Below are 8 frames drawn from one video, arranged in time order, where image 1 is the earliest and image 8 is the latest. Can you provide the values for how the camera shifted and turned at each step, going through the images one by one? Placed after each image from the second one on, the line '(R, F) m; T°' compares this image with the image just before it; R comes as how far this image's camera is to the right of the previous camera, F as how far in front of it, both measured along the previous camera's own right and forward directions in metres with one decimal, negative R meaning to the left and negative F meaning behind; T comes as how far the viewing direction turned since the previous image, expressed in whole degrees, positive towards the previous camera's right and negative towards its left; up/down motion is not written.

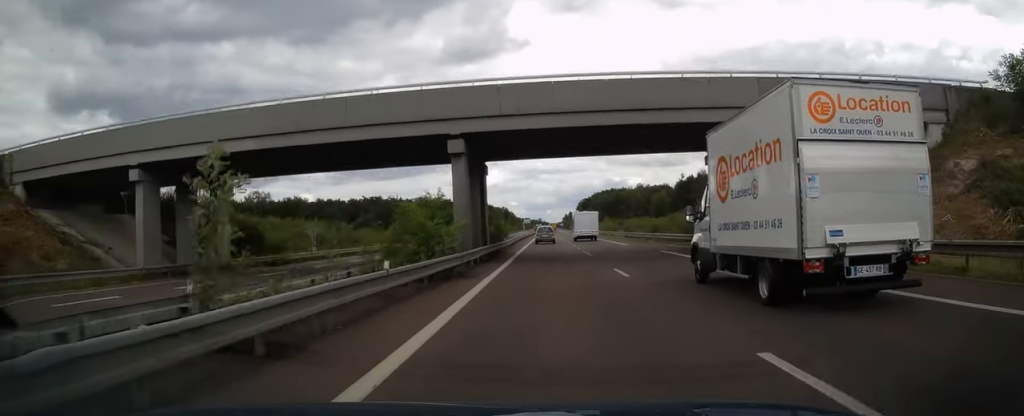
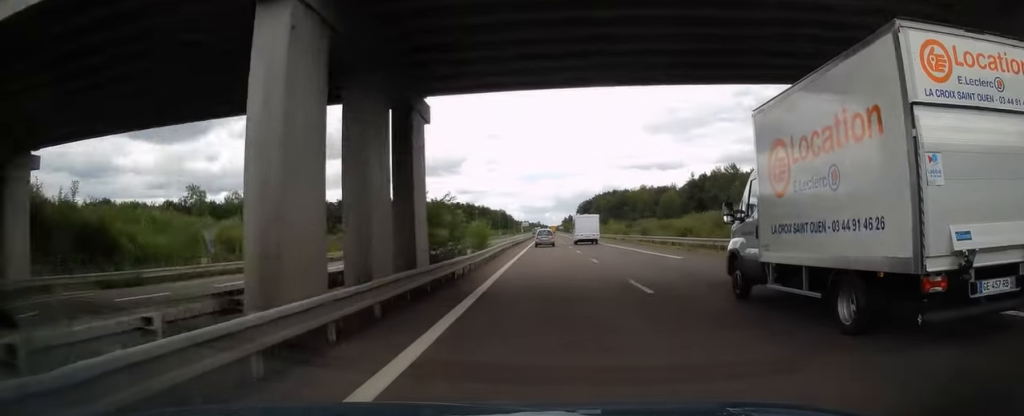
(0.0, +16.5) m; 0°
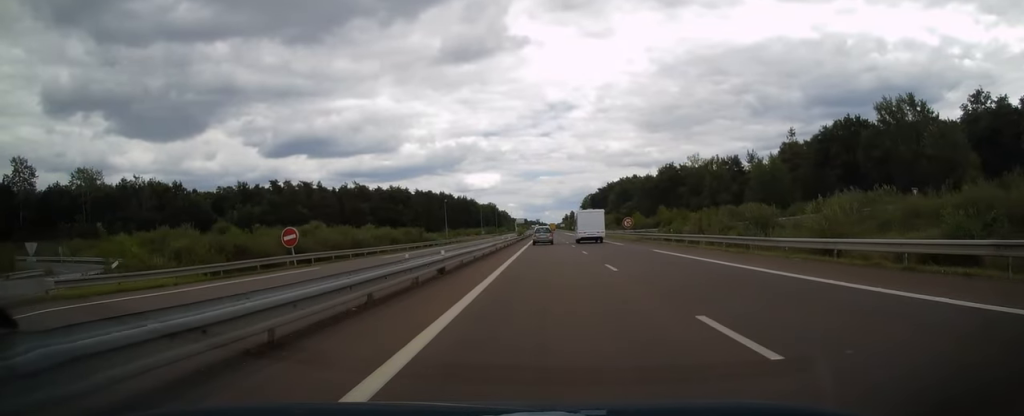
(+0.1, +84.1) m; 0°
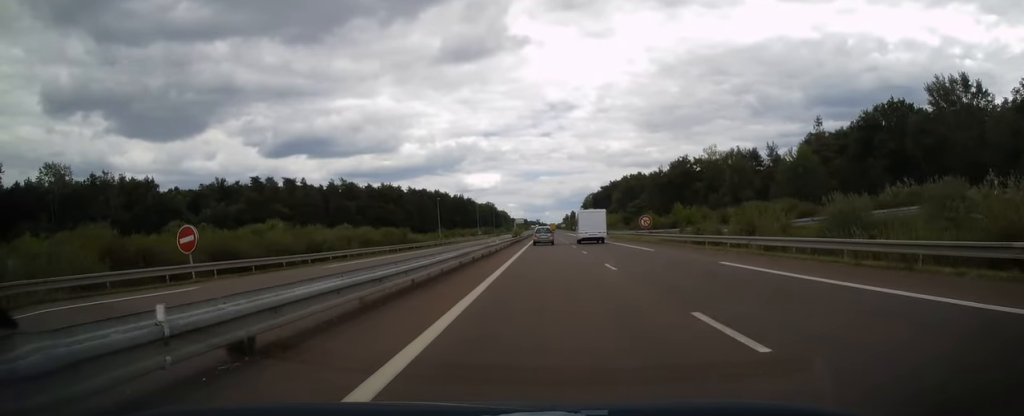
(-0.1, +12.7) m; 0°
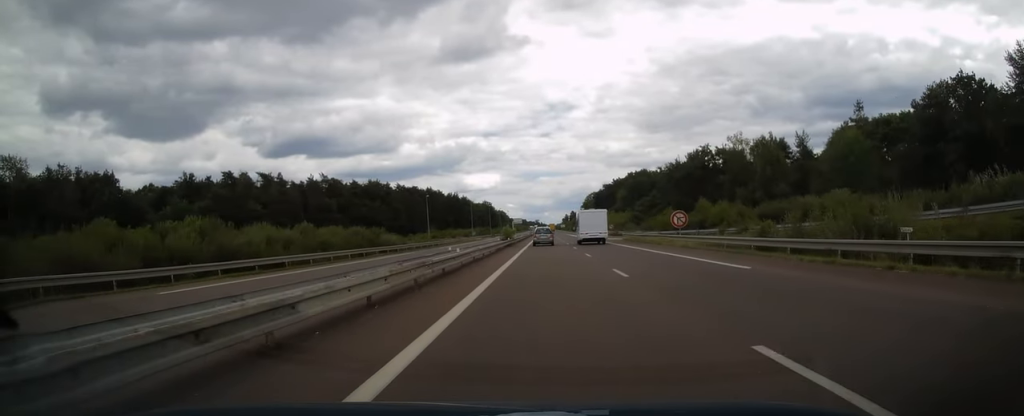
(-0.1, +15.7) m; 0°
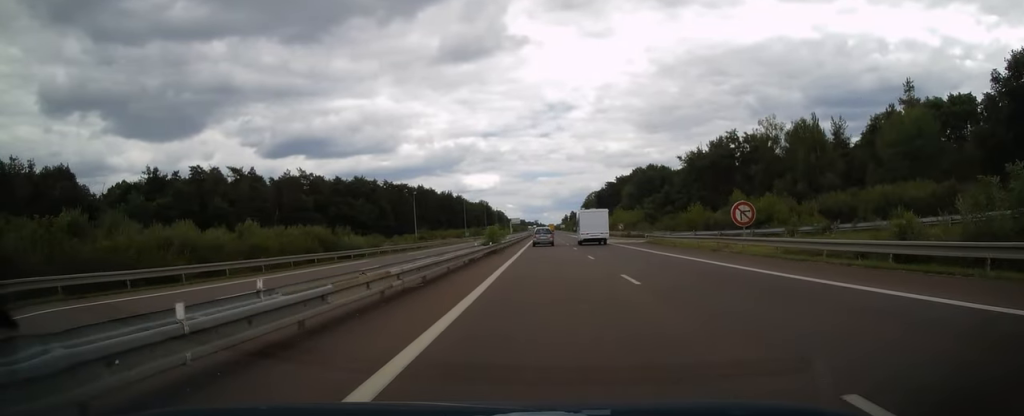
(+0.1, +15.2) m; 0°
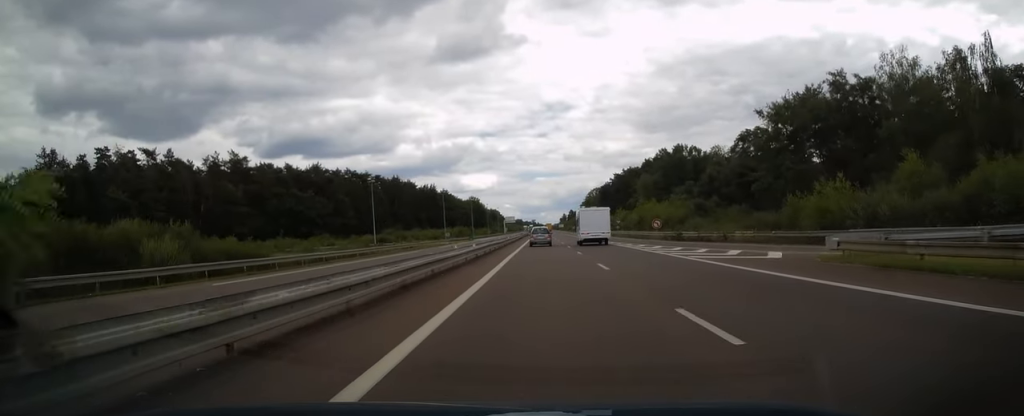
(+0.2, +33.8) m; 0°
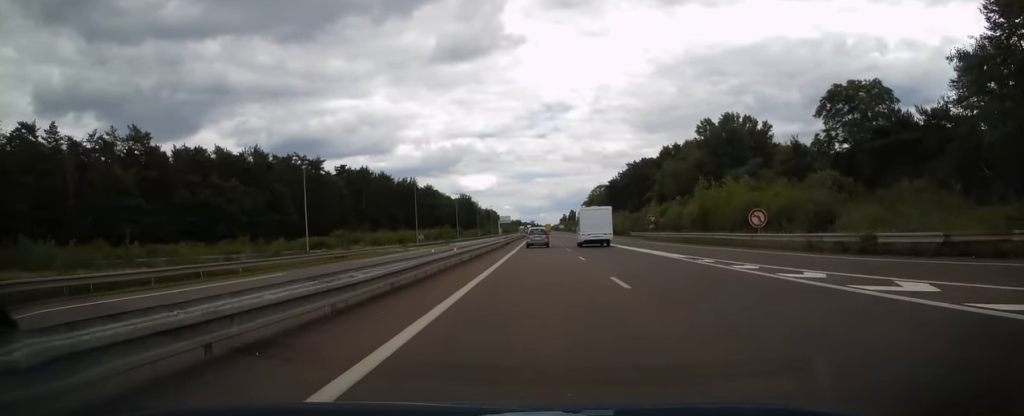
(0.0, +32.0) m; 0°
